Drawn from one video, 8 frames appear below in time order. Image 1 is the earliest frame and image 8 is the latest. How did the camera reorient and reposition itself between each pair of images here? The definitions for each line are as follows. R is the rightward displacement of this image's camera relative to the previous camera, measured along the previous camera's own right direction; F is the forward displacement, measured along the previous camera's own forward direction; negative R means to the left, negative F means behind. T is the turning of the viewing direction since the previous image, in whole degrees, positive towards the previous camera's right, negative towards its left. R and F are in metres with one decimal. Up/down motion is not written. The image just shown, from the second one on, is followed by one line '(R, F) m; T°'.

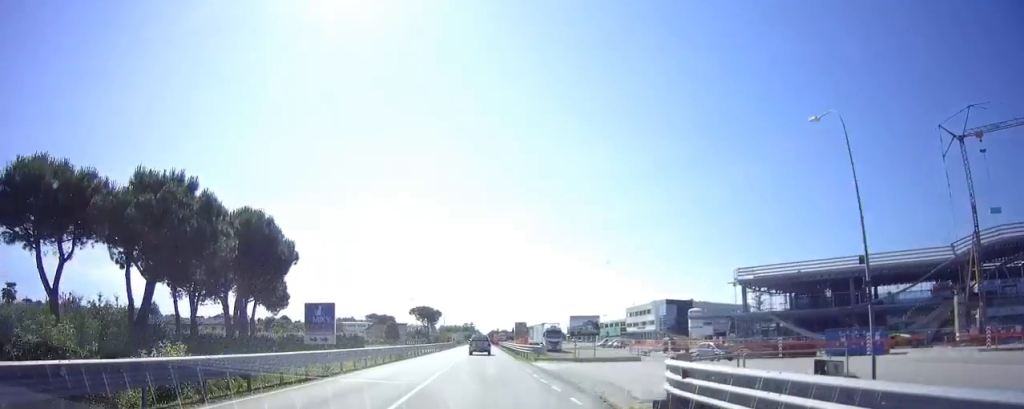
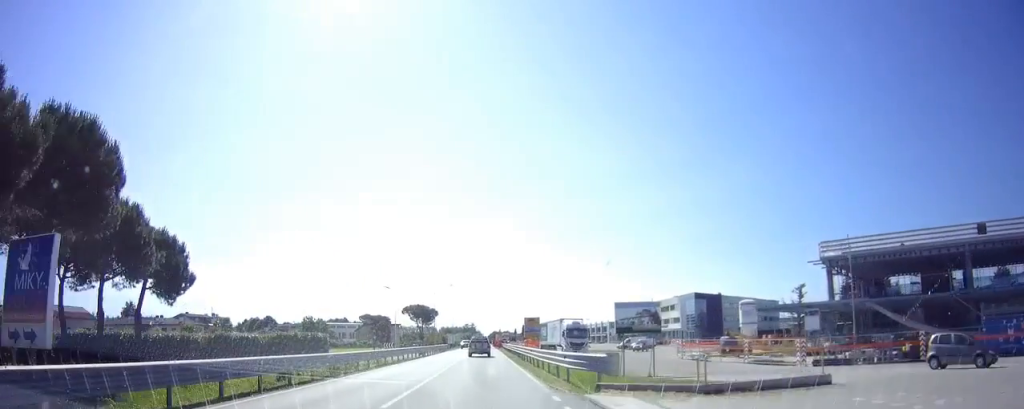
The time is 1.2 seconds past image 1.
(-0.2, +19.9) m; 0°
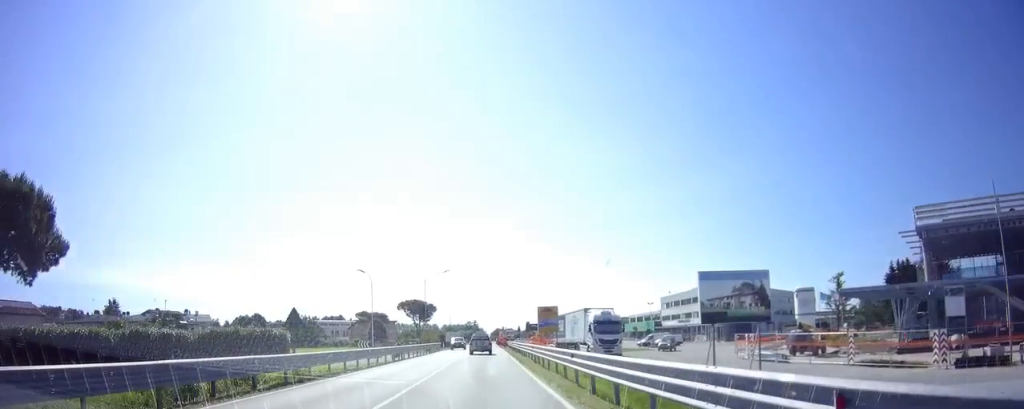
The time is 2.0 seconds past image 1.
(+0.1, +13.5) m; 0°
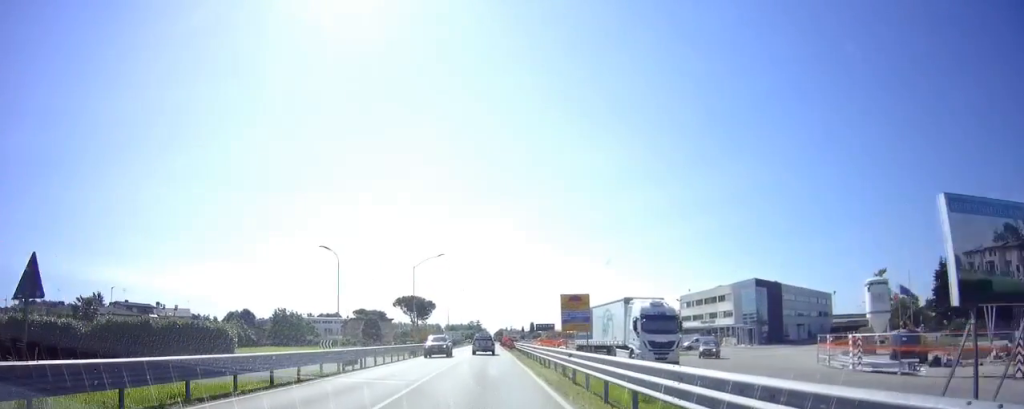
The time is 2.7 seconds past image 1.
(+0.1, +11.7) m; 0°
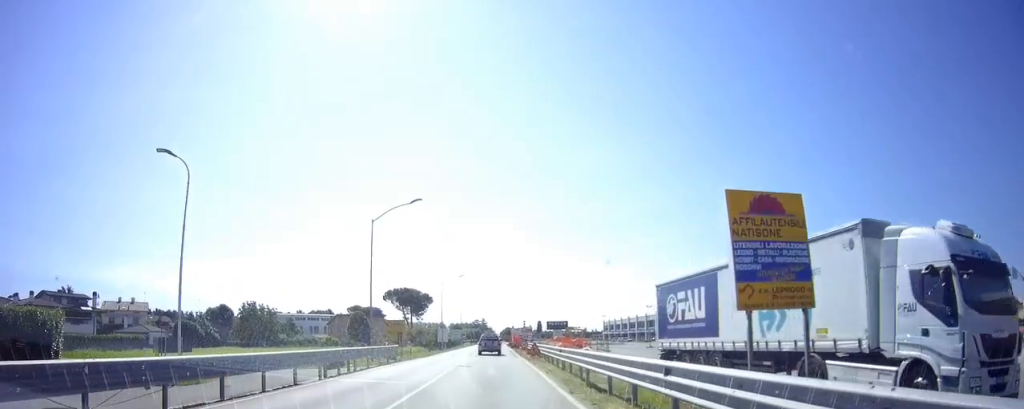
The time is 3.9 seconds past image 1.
(-0.3, +20.9) m; -1°
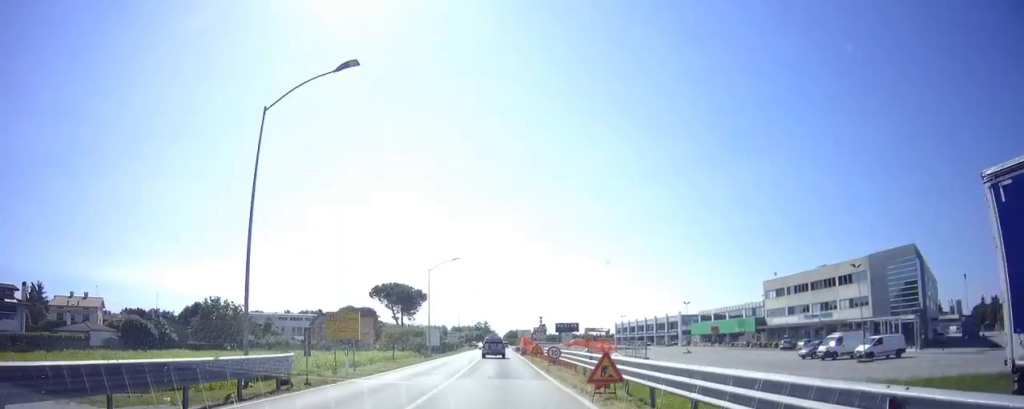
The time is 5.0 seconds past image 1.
(-0.1, +17.7) m; 0°
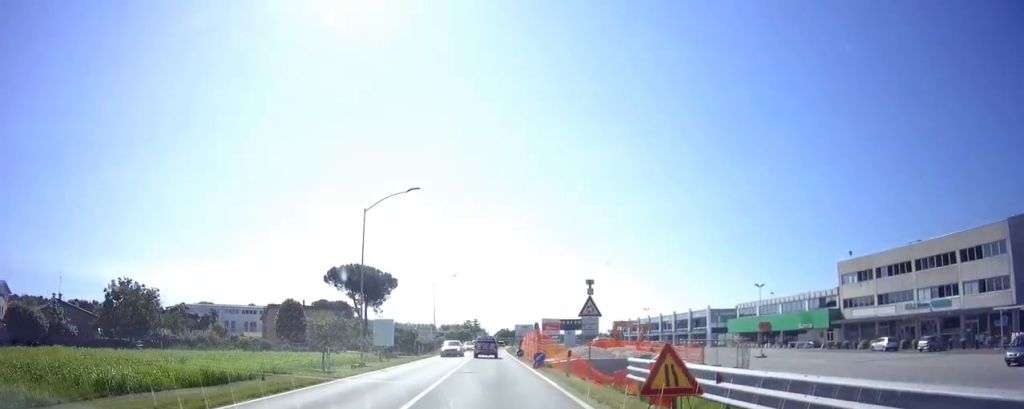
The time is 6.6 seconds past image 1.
(+0.4, +24.7) m; +1°
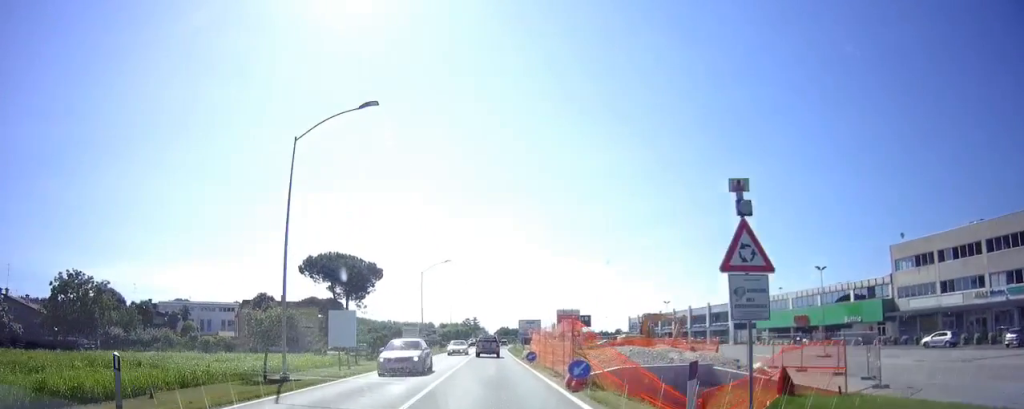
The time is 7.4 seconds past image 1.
(-0.2, +11.9) m; 0°
